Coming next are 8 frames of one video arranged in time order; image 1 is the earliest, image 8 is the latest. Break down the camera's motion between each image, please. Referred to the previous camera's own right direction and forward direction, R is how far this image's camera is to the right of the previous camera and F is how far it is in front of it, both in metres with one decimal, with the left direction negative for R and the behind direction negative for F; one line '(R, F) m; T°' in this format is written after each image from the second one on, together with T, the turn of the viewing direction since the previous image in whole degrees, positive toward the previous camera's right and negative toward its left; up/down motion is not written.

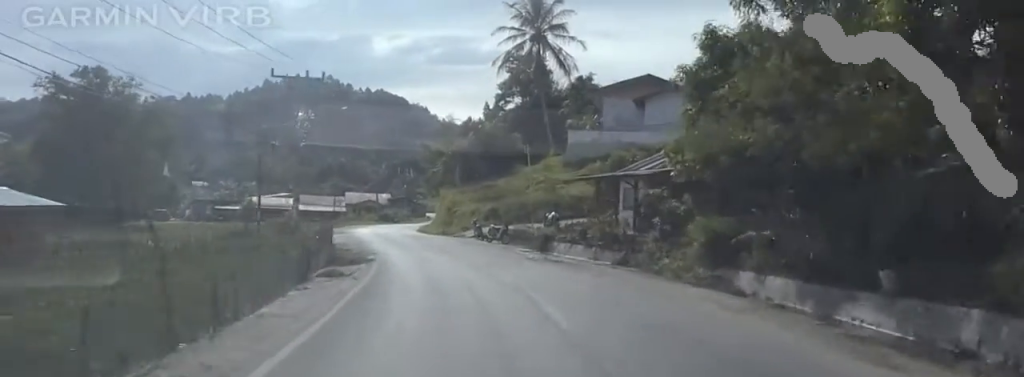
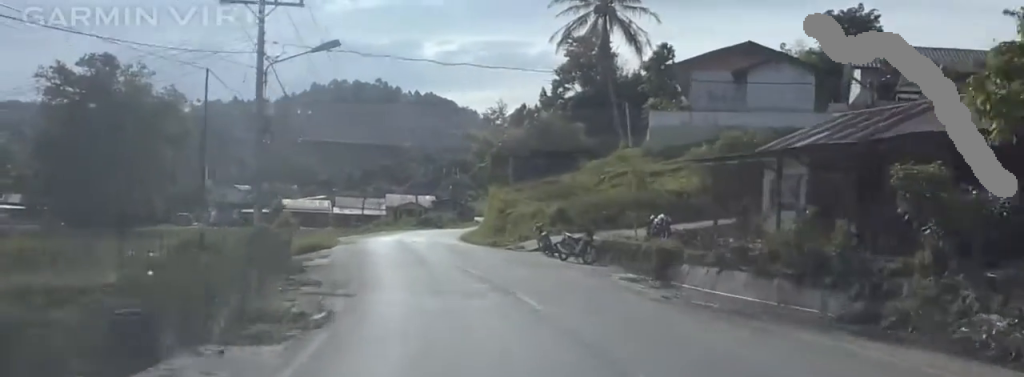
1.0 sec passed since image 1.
(+0.3, +14.3) m; 0°
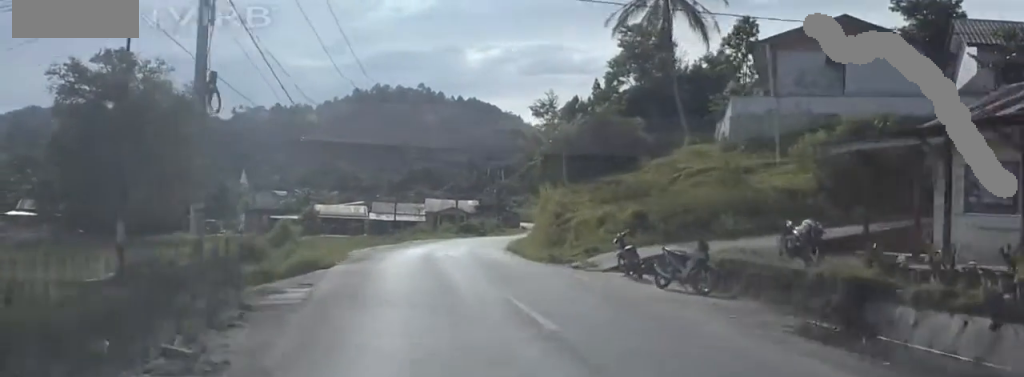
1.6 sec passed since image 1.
(+0.2, +8.7) m; -3°
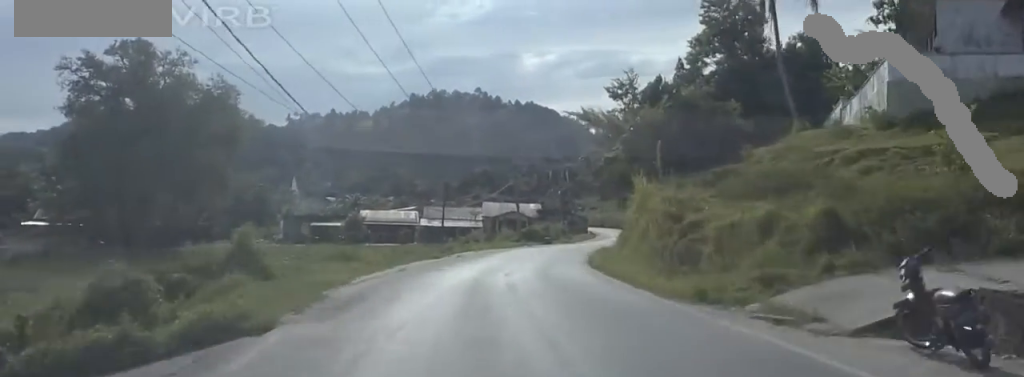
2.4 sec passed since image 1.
(-0.8, +12.1) m; -4°
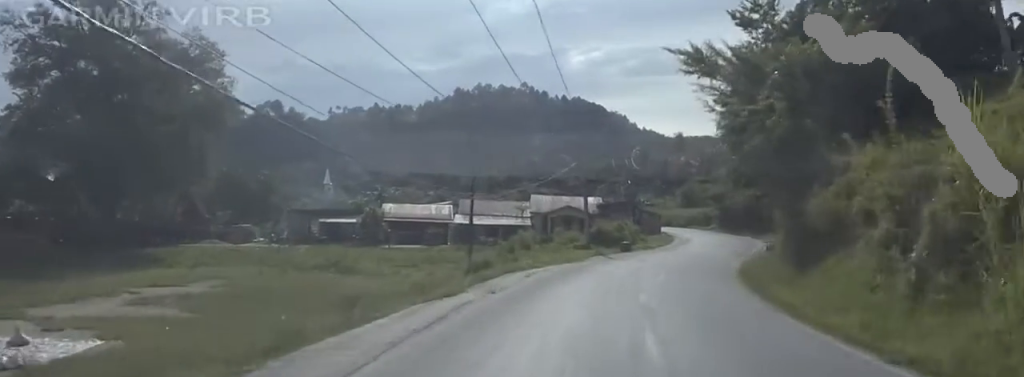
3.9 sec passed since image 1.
(-0.4, +20.9) m; +4°
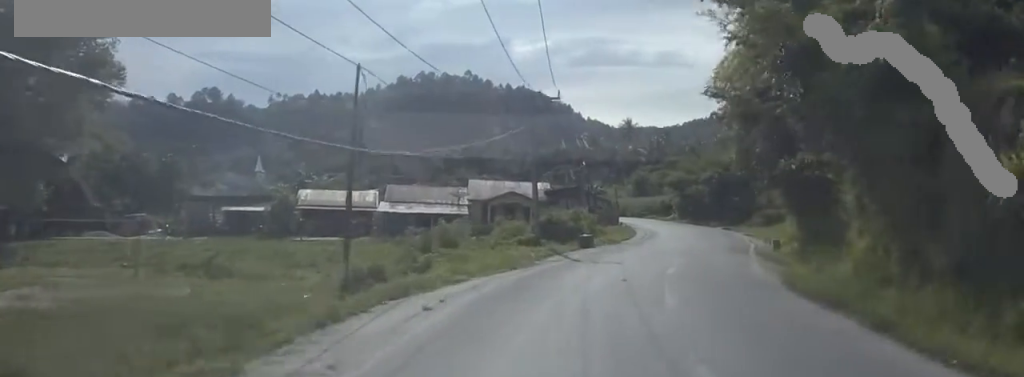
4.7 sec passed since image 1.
(+1.0, +12.3) m; +4°
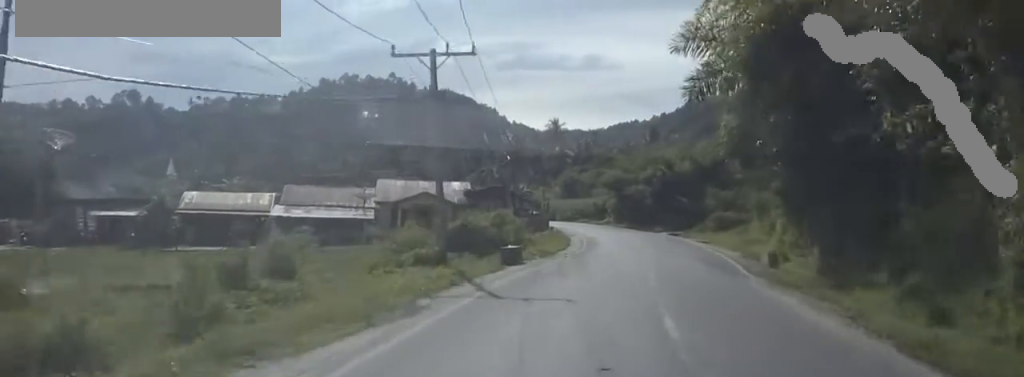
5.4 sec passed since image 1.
(+0.1, +10.6) m; +3°
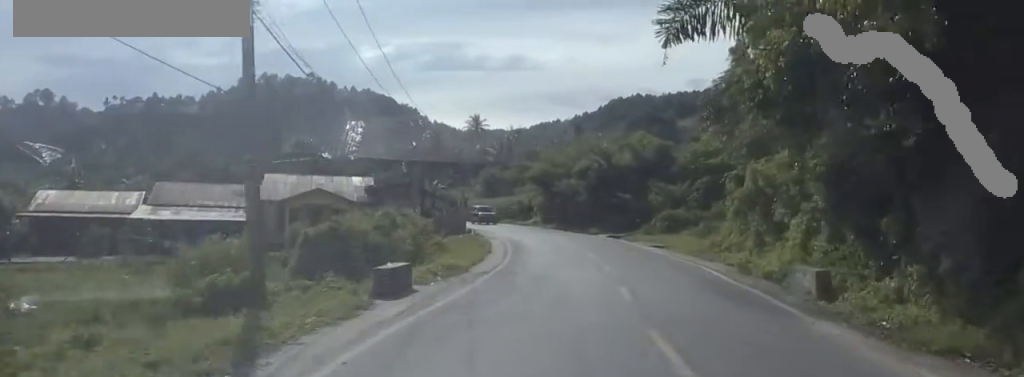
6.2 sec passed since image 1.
(+0.3, +11.0) m; +1°
